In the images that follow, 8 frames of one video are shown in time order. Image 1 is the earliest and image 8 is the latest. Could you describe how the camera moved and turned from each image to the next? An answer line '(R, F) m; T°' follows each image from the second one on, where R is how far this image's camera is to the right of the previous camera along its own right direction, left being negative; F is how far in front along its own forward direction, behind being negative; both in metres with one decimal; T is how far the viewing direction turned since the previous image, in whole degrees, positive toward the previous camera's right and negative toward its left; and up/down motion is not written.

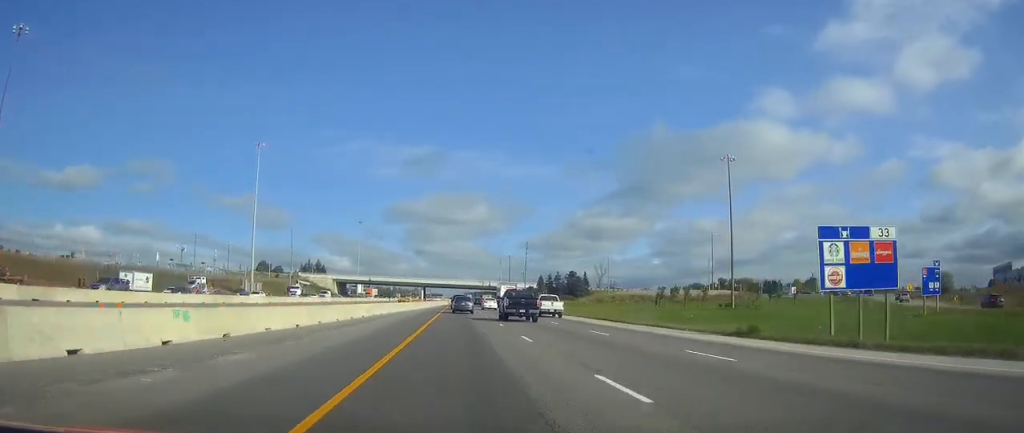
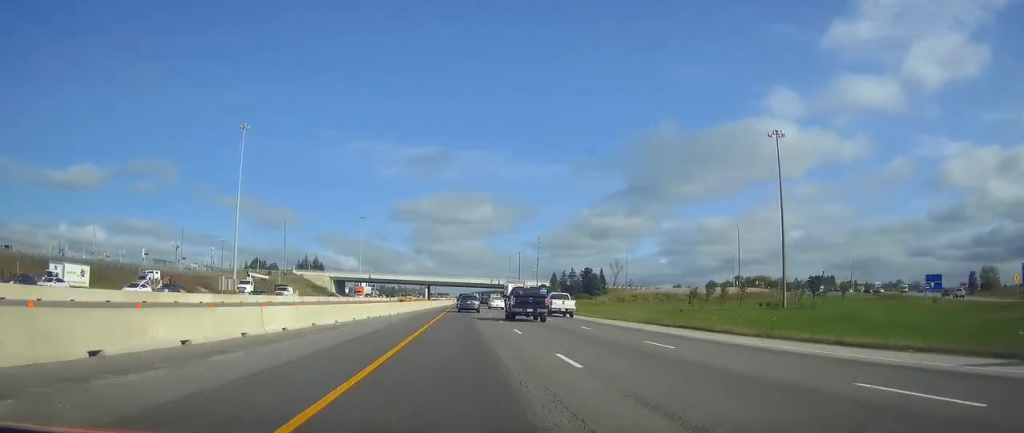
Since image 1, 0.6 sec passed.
(-0.1, +20.1) m; 0°
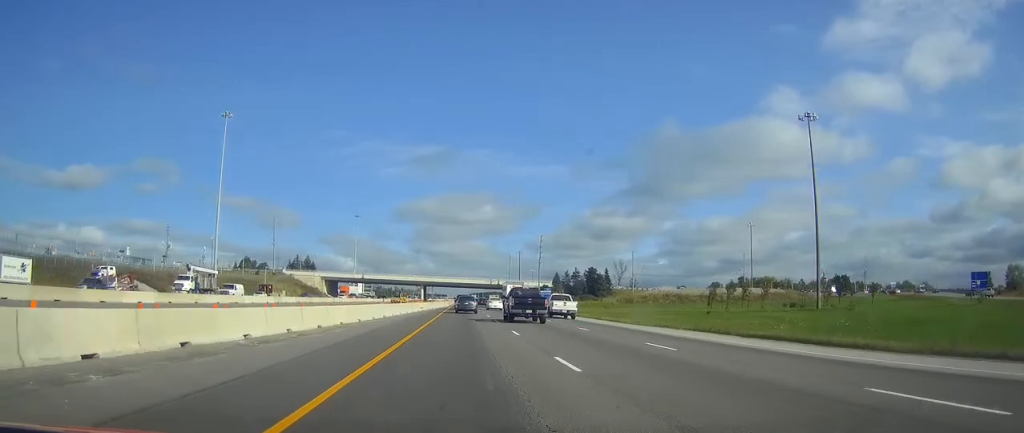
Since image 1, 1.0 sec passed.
(0.0, +12.6) m; 0°
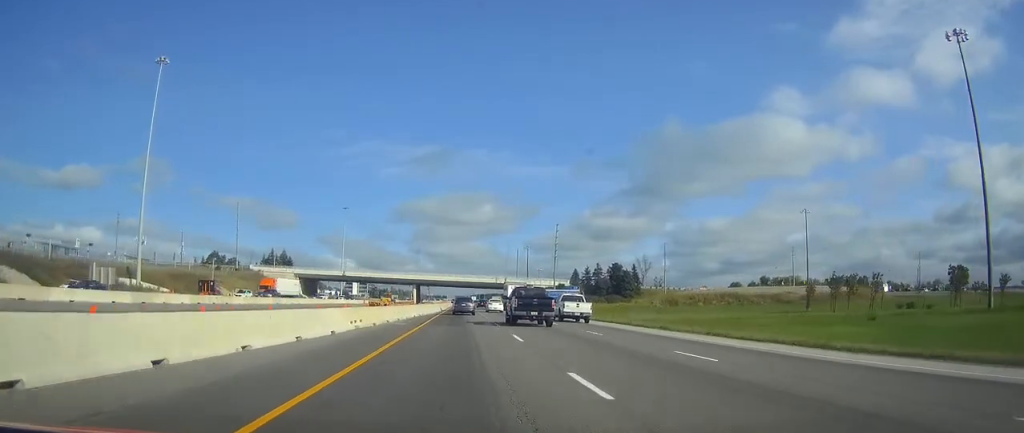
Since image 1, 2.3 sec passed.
(-0.1, +39.9) m; 0°
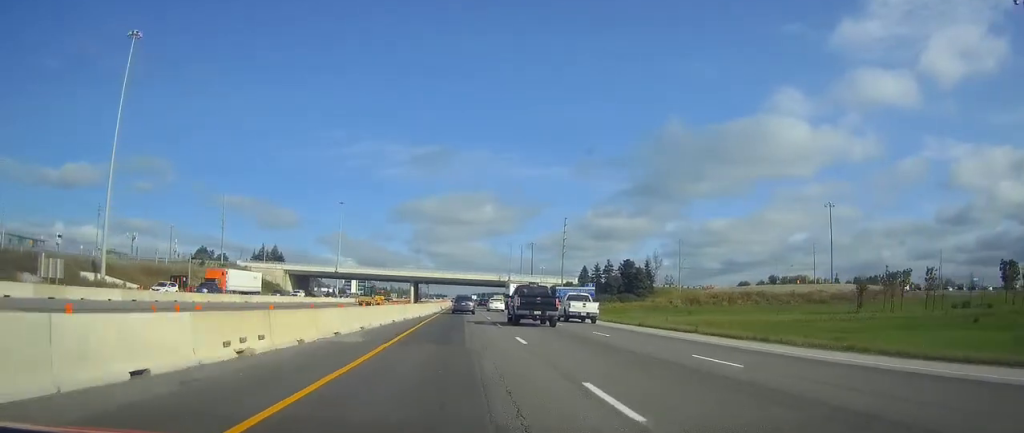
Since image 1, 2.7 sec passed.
(0.0, +13.6) m; 0°
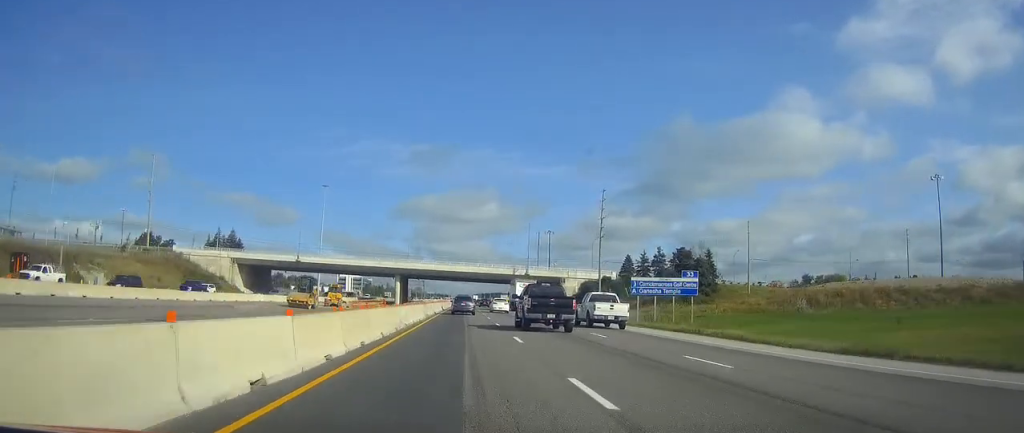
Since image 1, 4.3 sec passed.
(0.0, +48.0) m; 0°
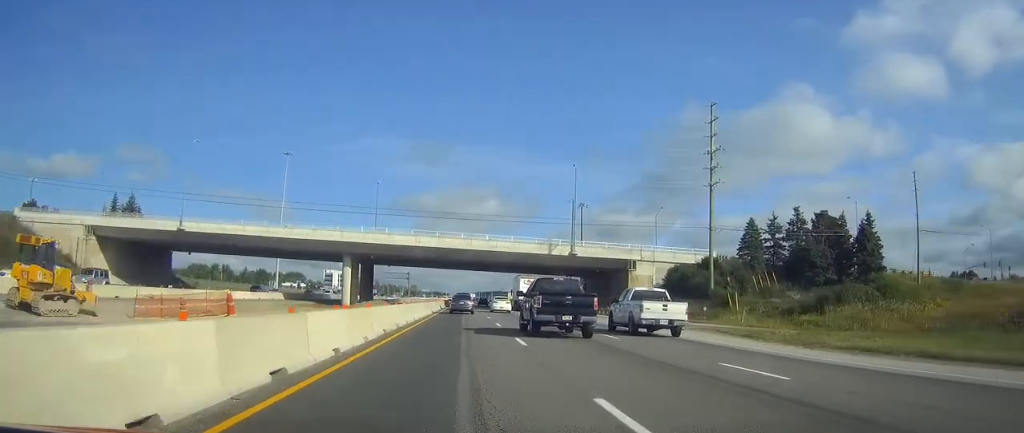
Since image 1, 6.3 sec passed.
(-0.1, +63.1) m; 0°
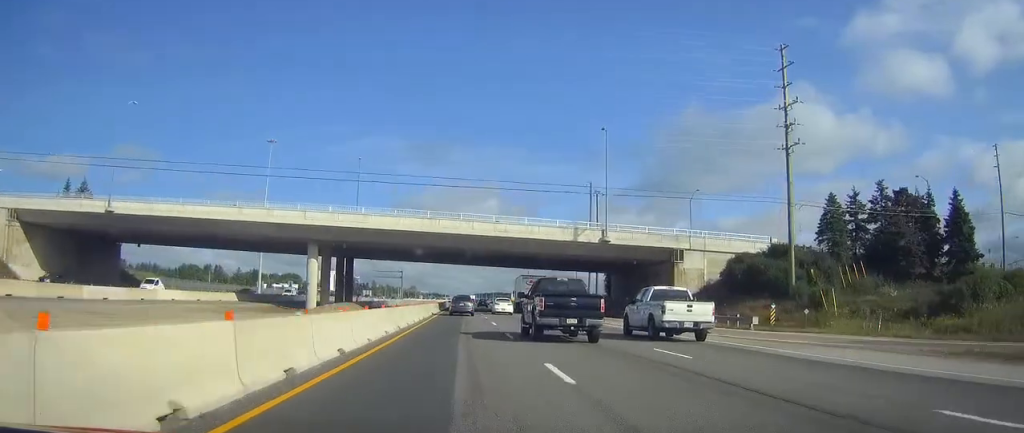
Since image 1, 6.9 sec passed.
(0.0, +19.6) m; 0°
